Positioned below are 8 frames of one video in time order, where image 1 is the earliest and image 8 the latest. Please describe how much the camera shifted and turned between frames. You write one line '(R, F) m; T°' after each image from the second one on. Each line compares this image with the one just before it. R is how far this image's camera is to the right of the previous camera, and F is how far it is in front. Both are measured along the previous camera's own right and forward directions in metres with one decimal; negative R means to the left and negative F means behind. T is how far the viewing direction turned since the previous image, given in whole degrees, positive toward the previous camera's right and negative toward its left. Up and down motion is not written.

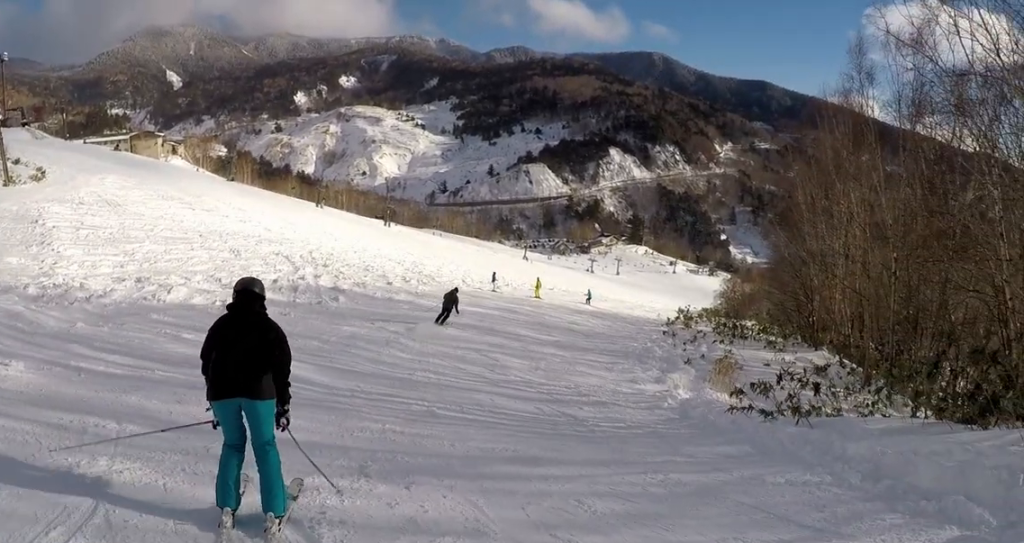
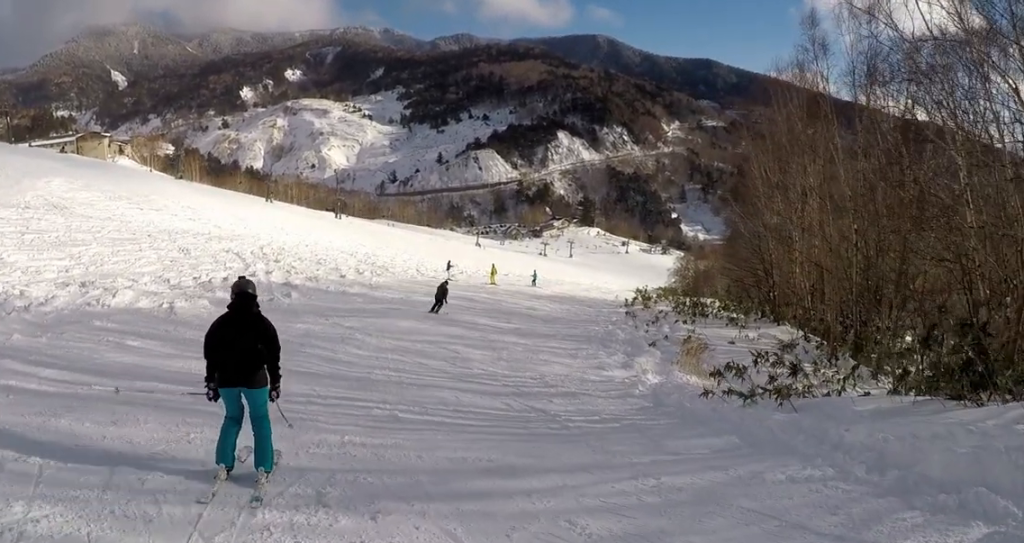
(+0.3, +1.4) m; +11°
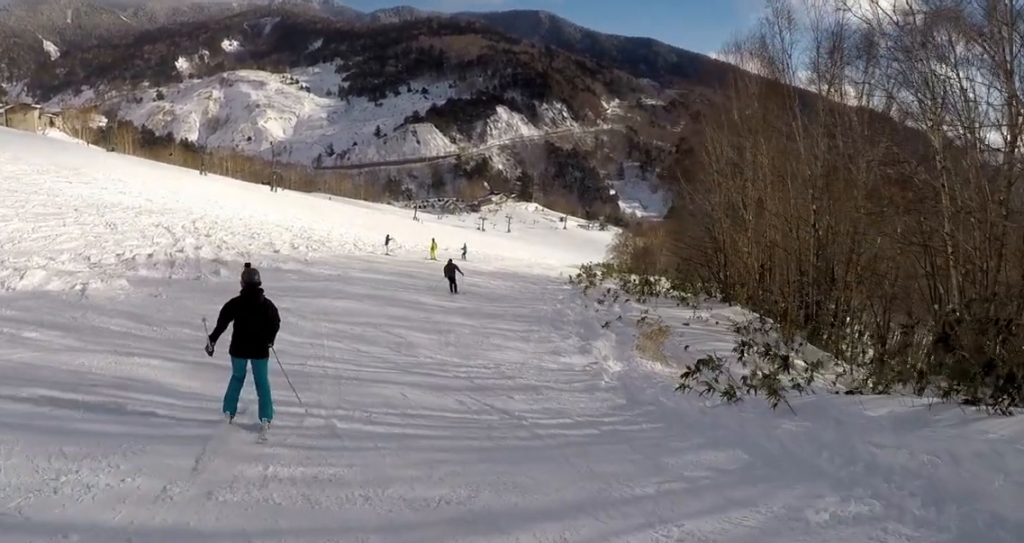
(+0.1, +2.5) m; +2°
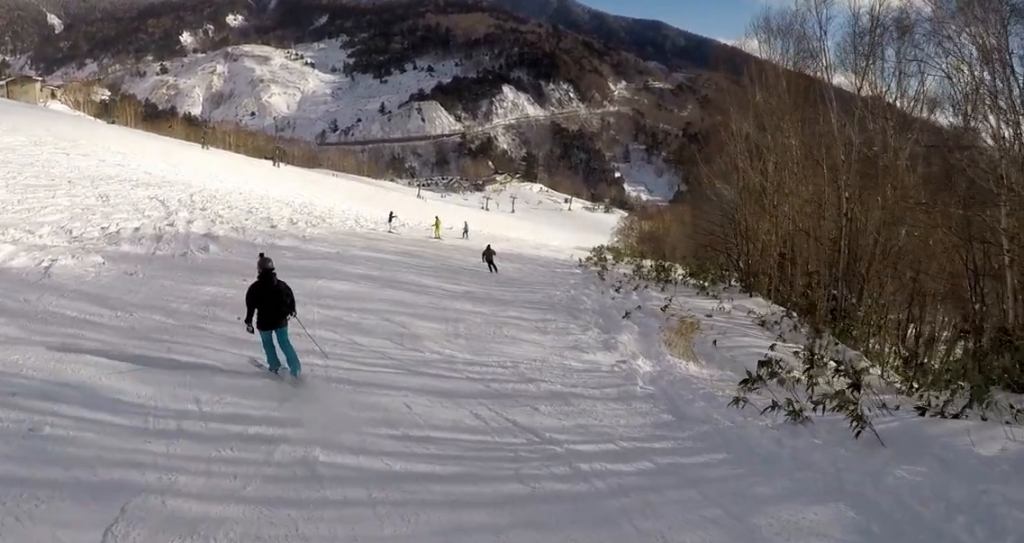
(0.0, +2.2) m; 0°
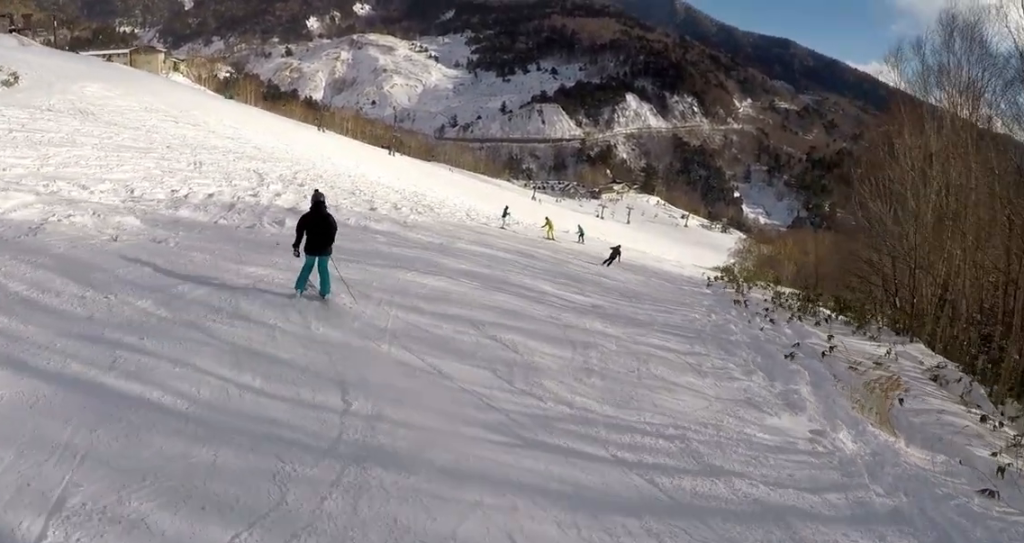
(0.0, +4.1) m; -1°
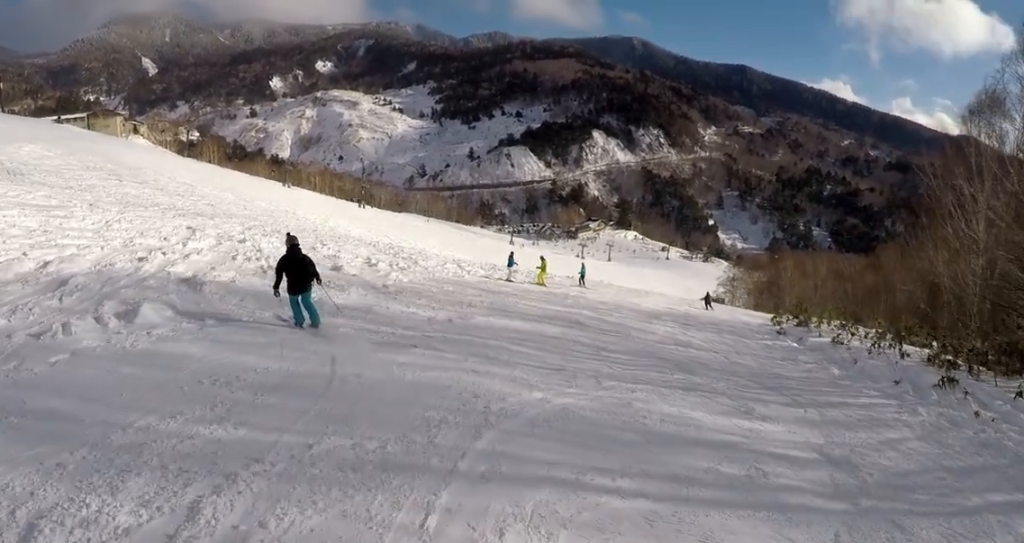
(-1.5, +9.1) m; -11°
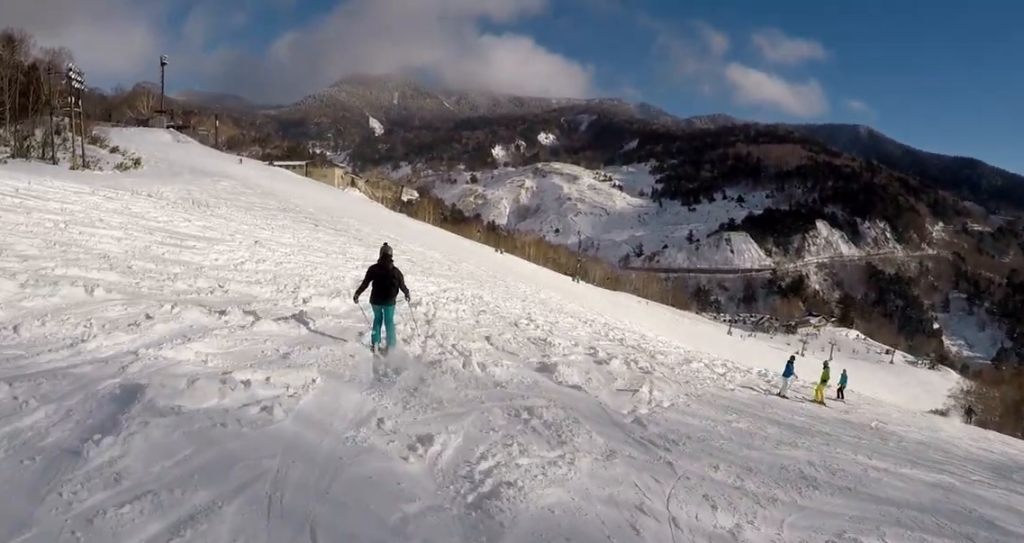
(+0.1, +8.8) m; -15°
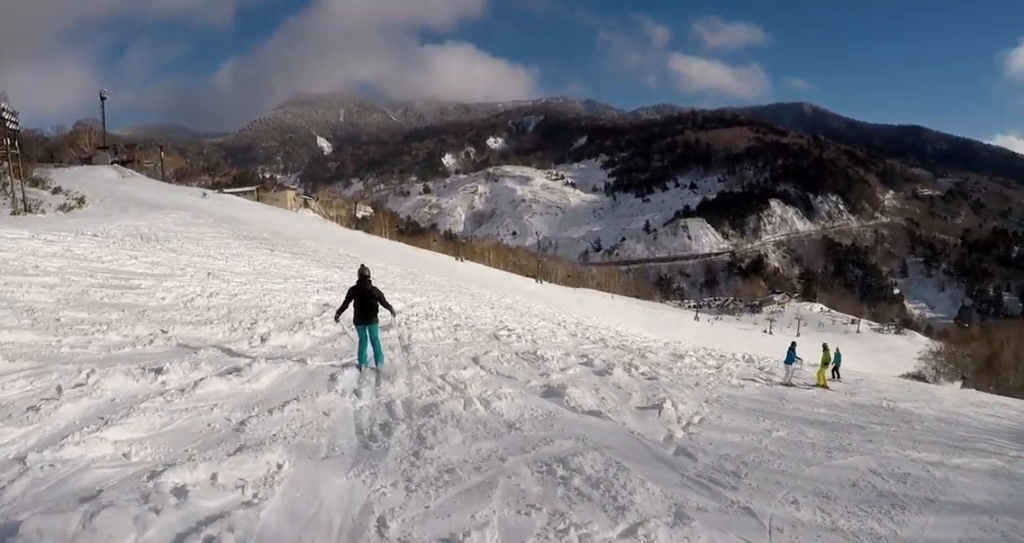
(-0.3, +2.1) m; -2°
